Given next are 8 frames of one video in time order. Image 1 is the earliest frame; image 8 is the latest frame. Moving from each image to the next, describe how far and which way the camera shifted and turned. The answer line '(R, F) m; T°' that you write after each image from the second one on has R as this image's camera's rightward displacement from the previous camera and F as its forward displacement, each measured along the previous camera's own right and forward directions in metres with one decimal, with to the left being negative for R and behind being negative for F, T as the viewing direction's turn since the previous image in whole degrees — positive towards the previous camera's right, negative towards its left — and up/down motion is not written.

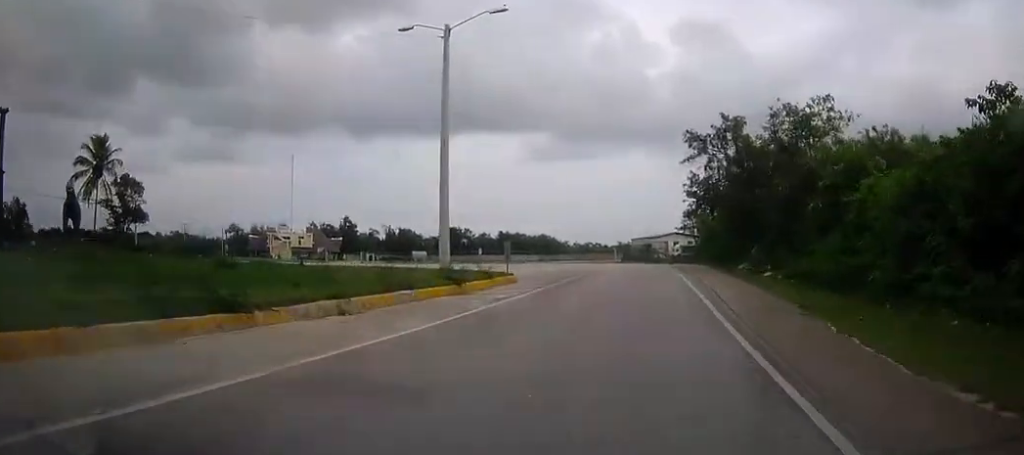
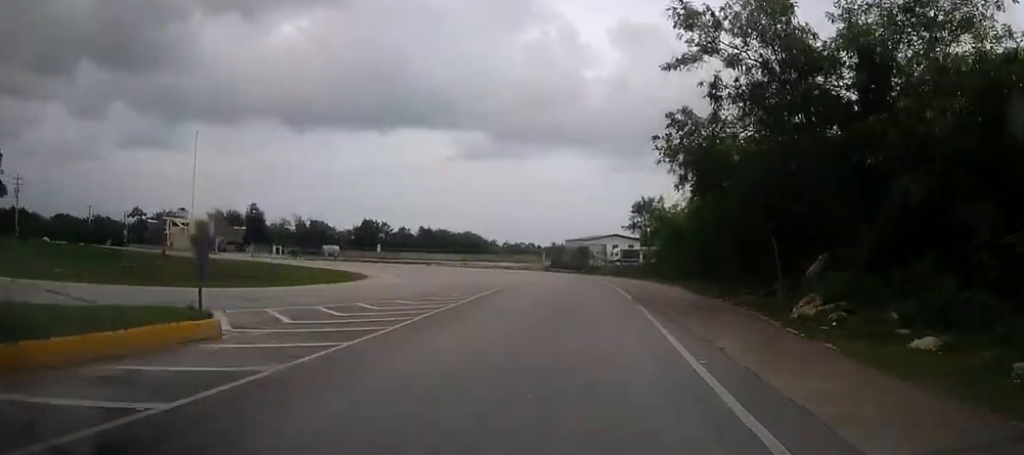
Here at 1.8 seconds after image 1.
(+2.9, +20.0) m; +7°
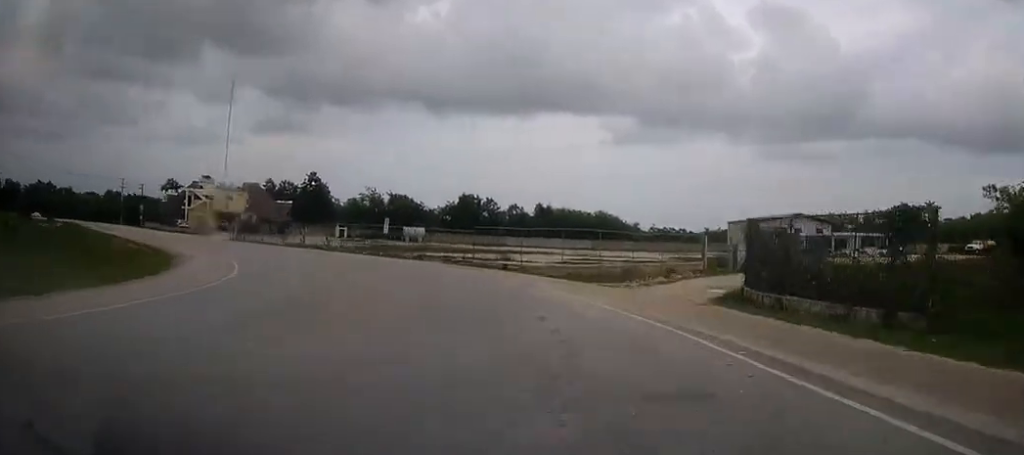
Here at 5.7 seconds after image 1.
(-3.9, +40.9) m; -18°
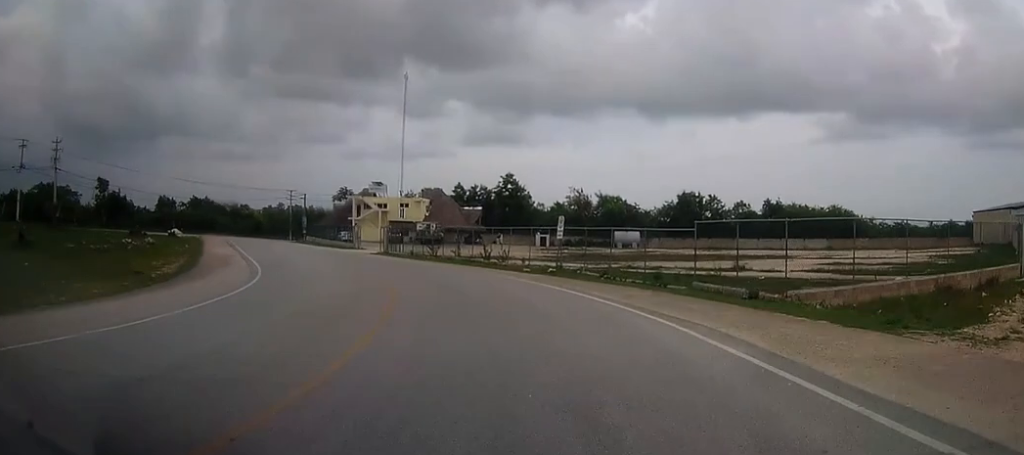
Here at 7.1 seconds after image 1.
(-0.8, +14.9) m; -11°
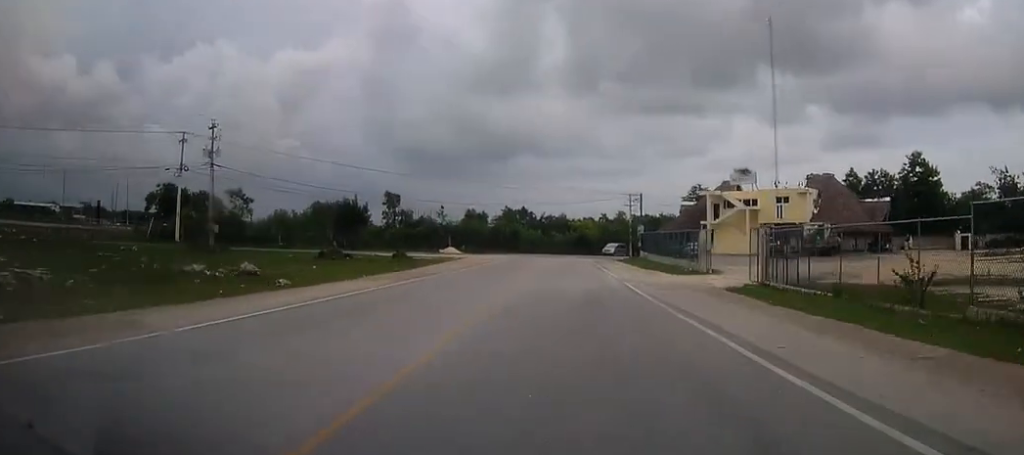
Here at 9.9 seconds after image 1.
(-7.2, +31.7) m; -20°
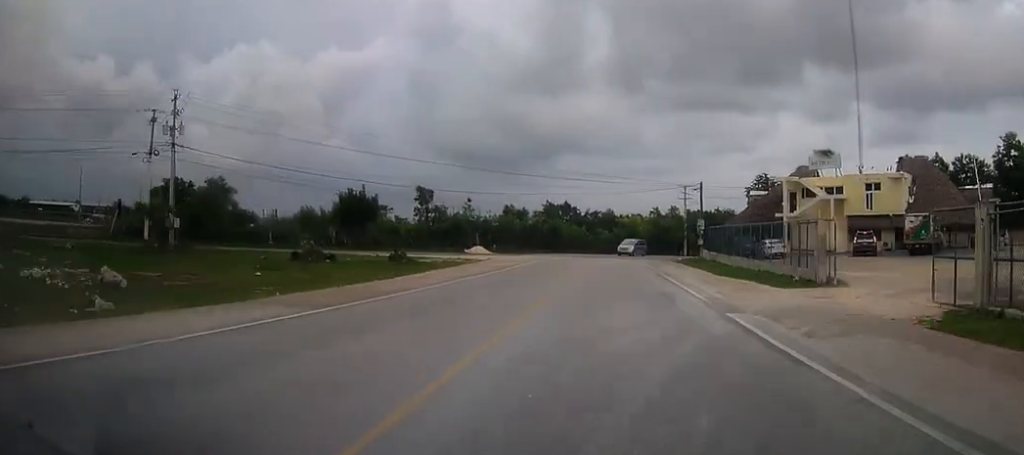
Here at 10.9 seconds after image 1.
(-1.2, +12.1) m; -4°
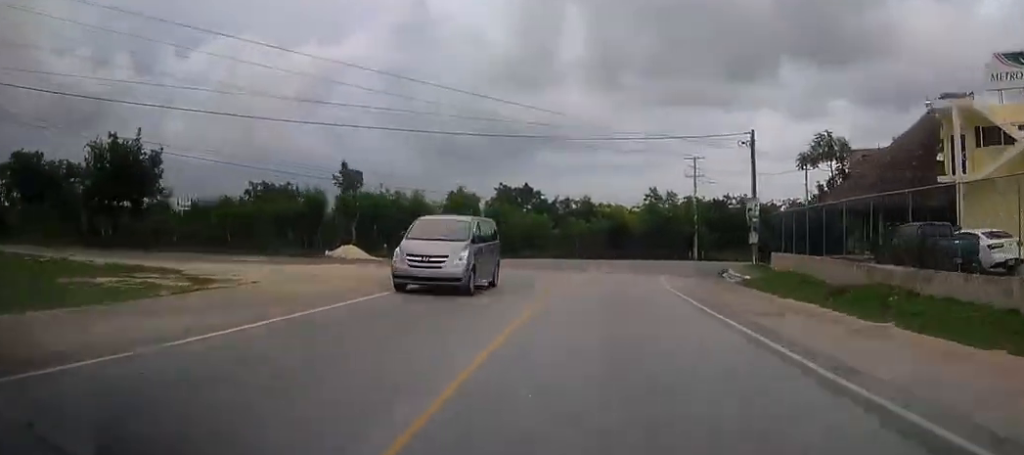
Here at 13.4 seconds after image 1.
(-2.1, +31.6) m; -1°
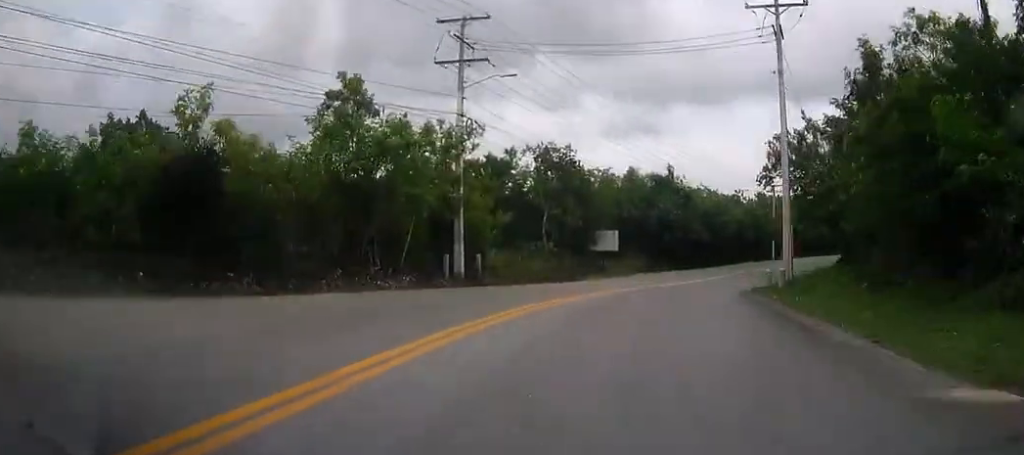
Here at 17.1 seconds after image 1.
(+4.8, +47.8) m; +17°
